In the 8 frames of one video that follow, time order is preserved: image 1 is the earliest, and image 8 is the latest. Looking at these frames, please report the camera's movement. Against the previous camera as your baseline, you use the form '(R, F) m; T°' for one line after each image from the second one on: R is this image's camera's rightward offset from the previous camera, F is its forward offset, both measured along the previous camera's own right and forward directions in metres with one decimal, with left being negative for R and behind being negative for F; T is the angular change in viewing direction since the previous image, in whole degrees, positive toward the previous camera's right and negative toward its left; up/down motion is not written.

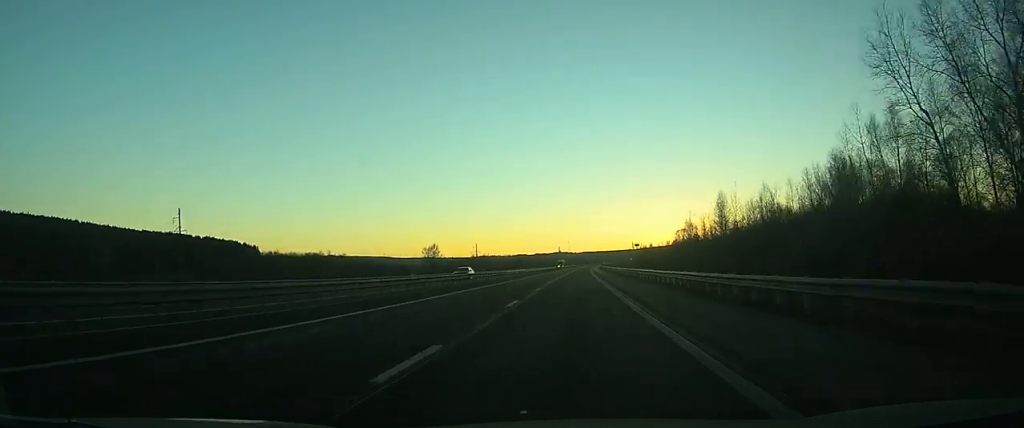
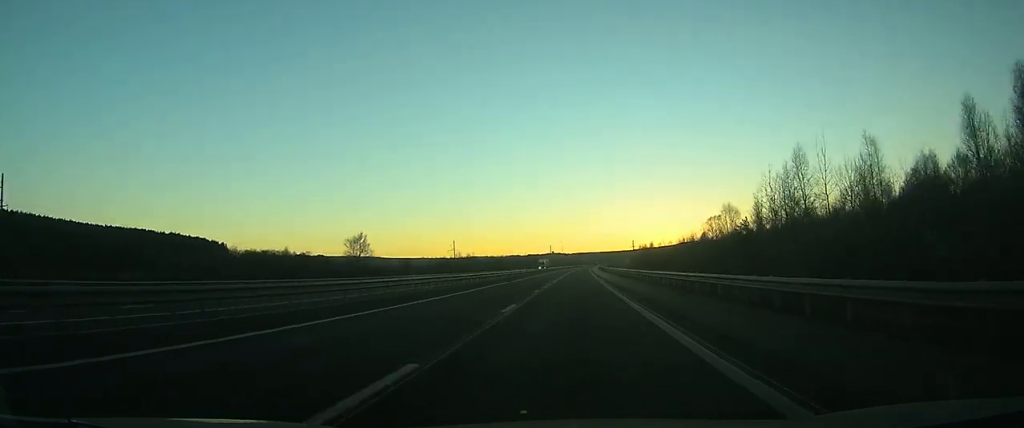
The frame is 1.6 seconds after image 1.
(+0.4, +51.1) m; +1°
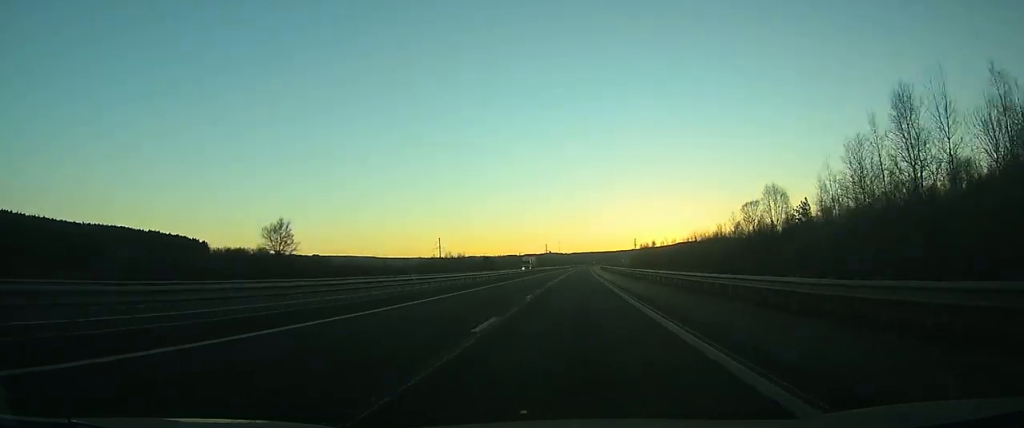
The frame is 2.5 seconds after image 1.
(+0.1, +29.0) m; 0°
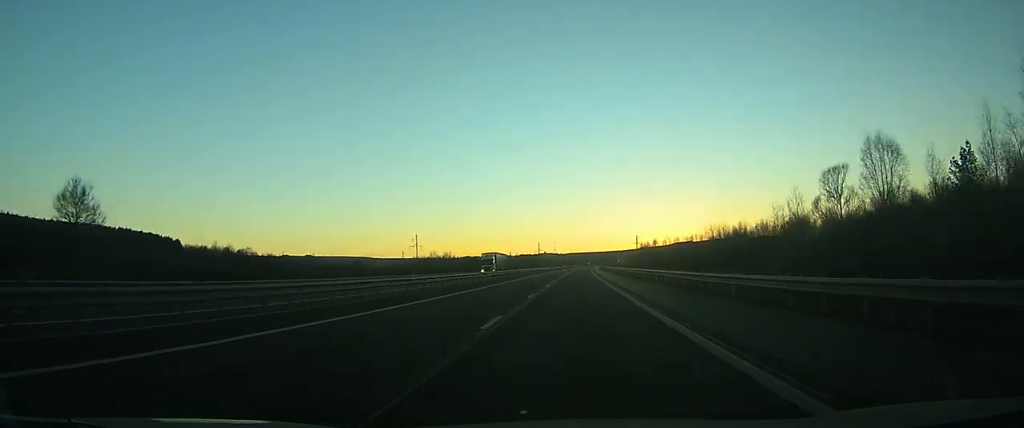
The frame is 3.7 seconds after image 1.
(0.0, +35.1) m; 0°
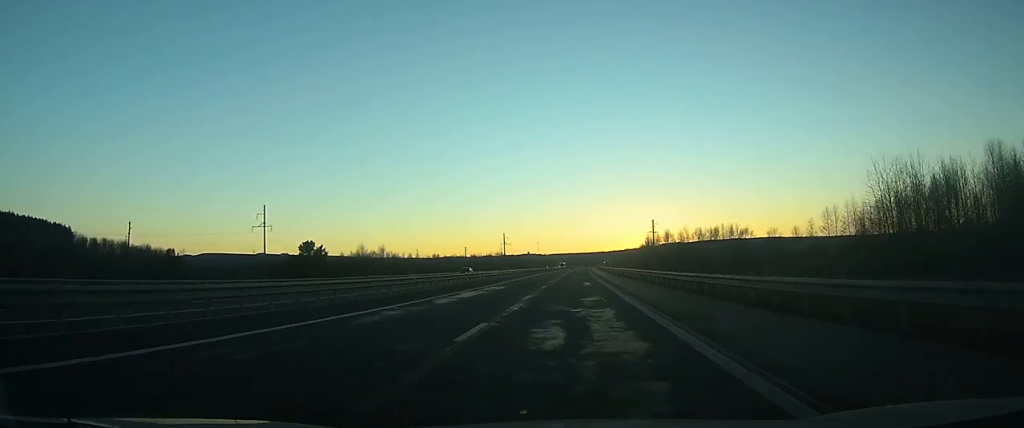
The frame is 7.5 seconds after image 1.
(+1.7, +116.0) m; +2°
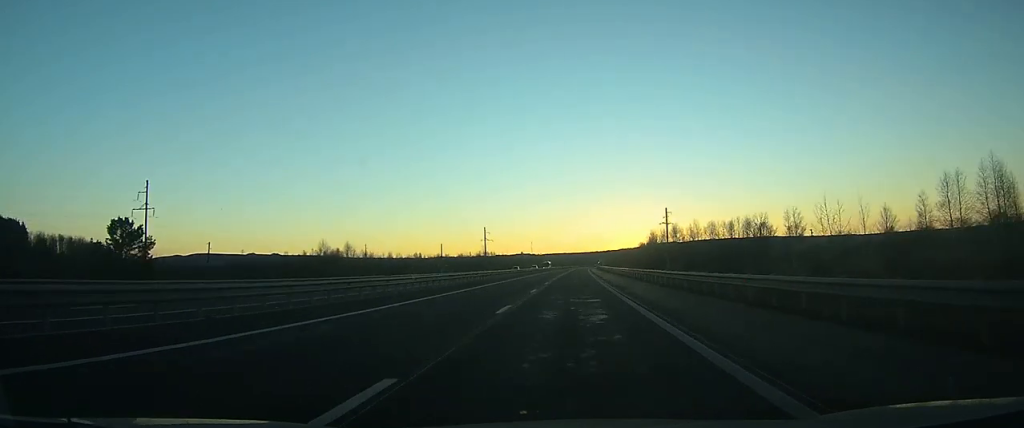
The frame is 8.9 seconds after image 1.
(+0.2, +43.3) m; 0°
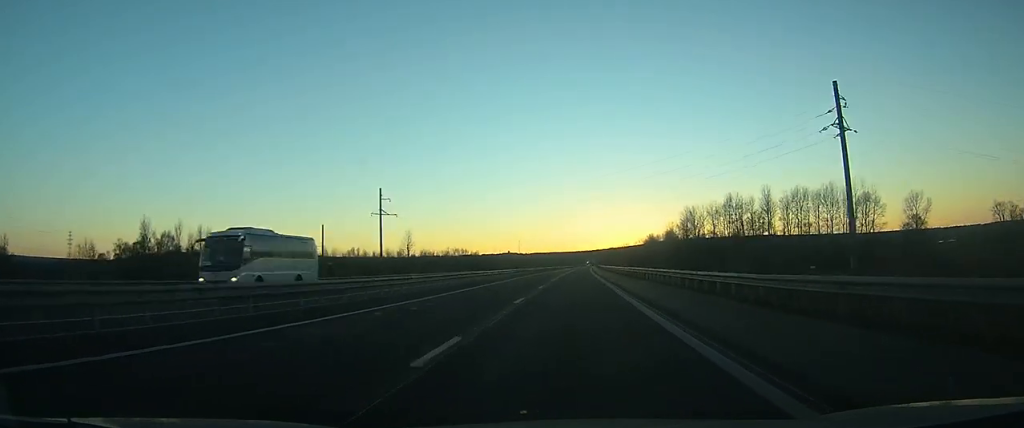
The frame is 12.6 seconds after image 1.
(+1.2, +119.2) m; +1°
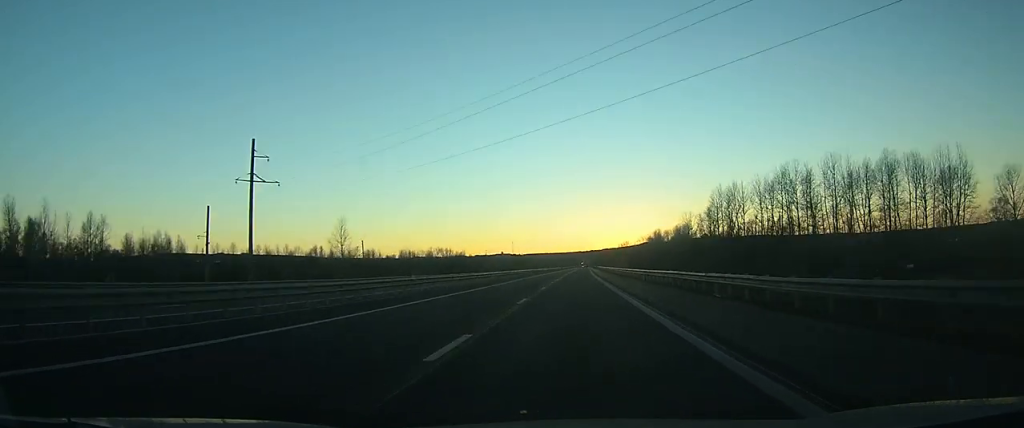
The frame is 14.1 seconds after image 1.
(+0.2, +46.6) m; +1°
